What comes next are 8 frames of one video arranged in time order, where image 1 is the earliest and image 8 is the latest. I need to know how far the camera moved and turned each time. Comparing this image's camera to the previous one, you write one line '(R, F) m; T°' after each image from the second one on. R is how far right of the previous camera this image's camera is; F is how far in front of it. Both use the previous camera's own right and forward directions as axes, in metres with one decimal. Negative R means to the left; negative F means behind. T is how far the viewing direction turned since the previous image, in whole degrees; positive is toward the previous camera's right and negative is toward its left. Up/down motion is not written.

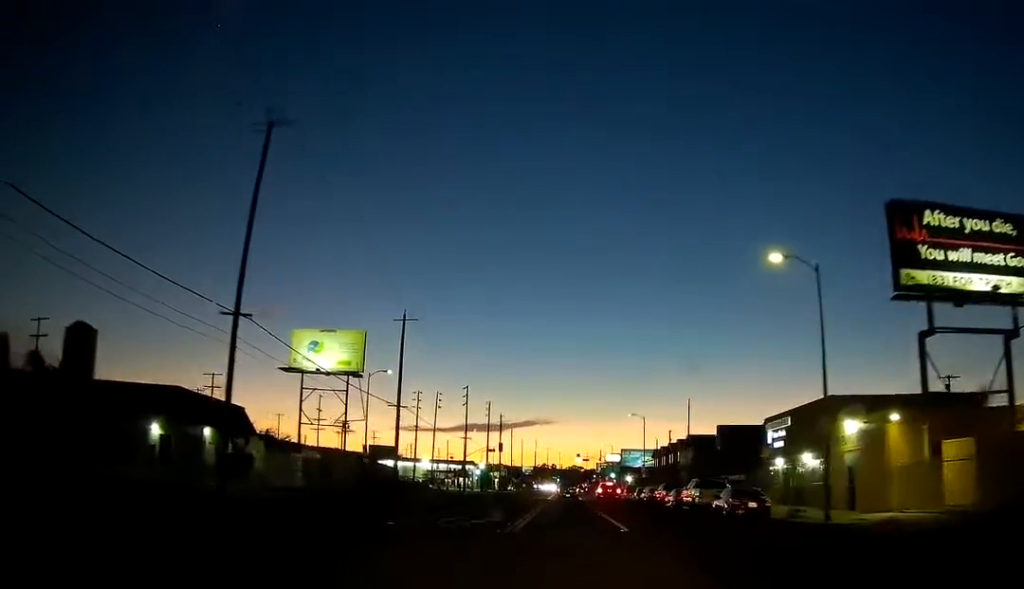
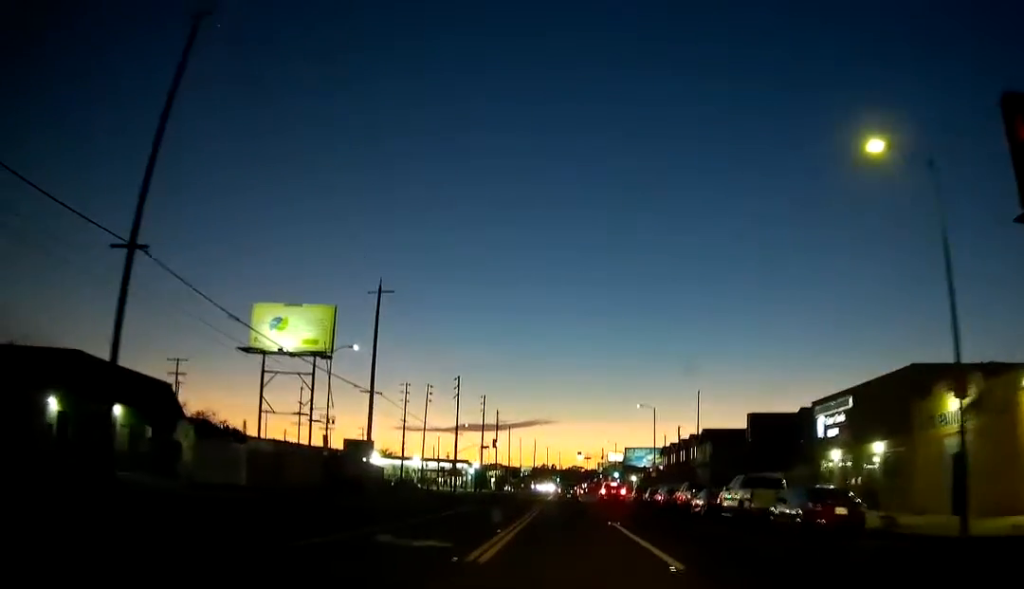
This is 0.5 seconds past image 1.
(0.0, +9.7) m; 0°
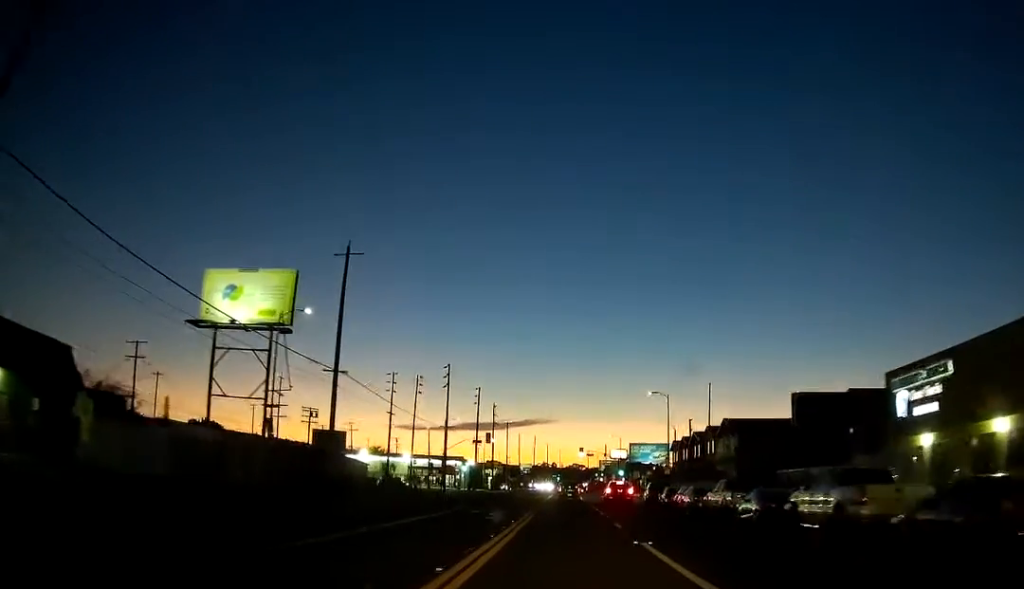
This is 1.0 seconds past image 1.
(0.0, +10.2) m; 0°
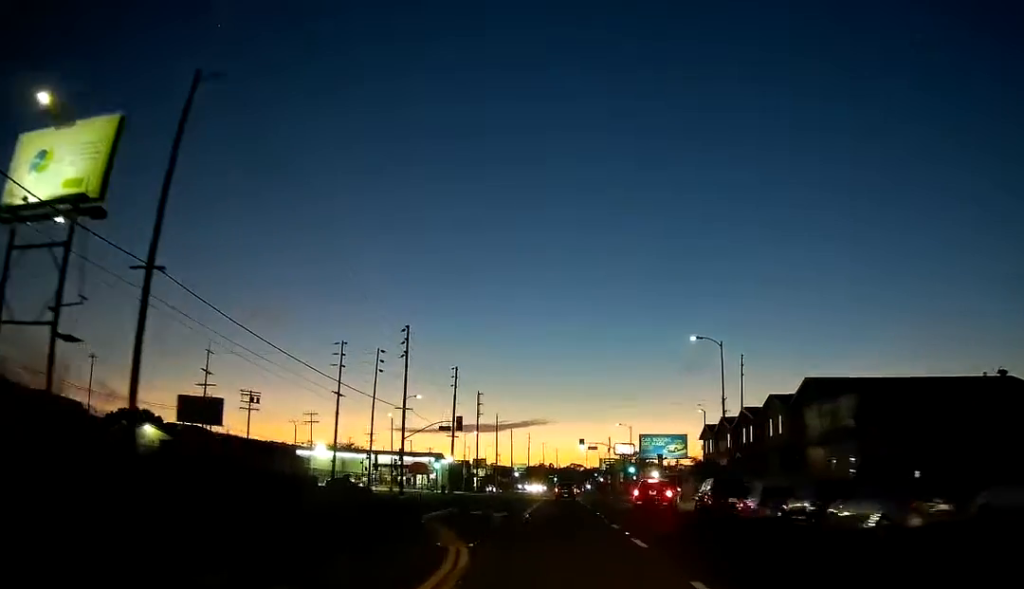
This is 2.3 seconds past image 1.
(-0.1, +24.4) m; 0°
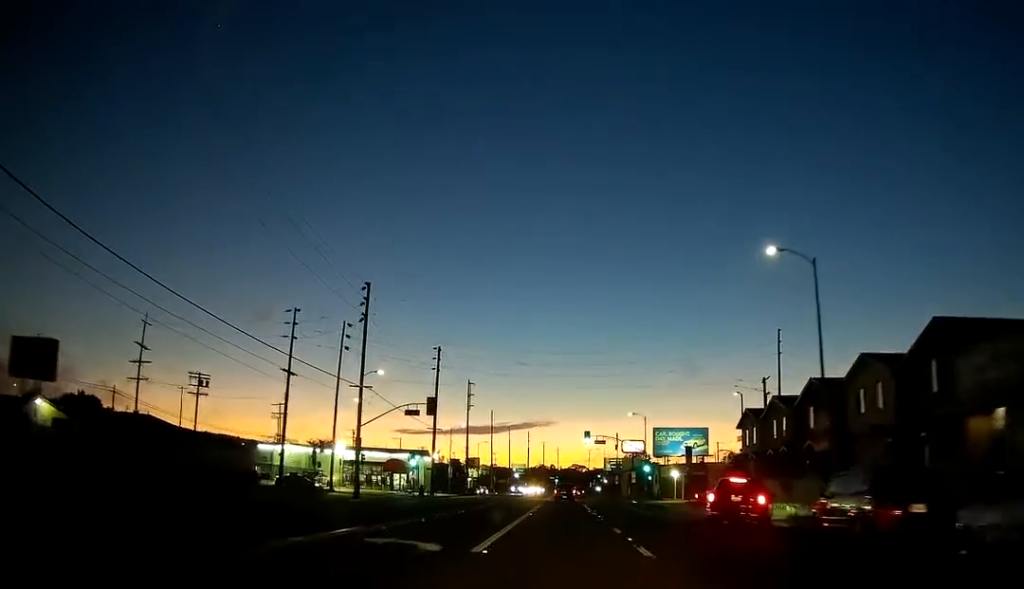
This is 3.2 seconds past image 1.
(0.0, +16.4) m; 0°
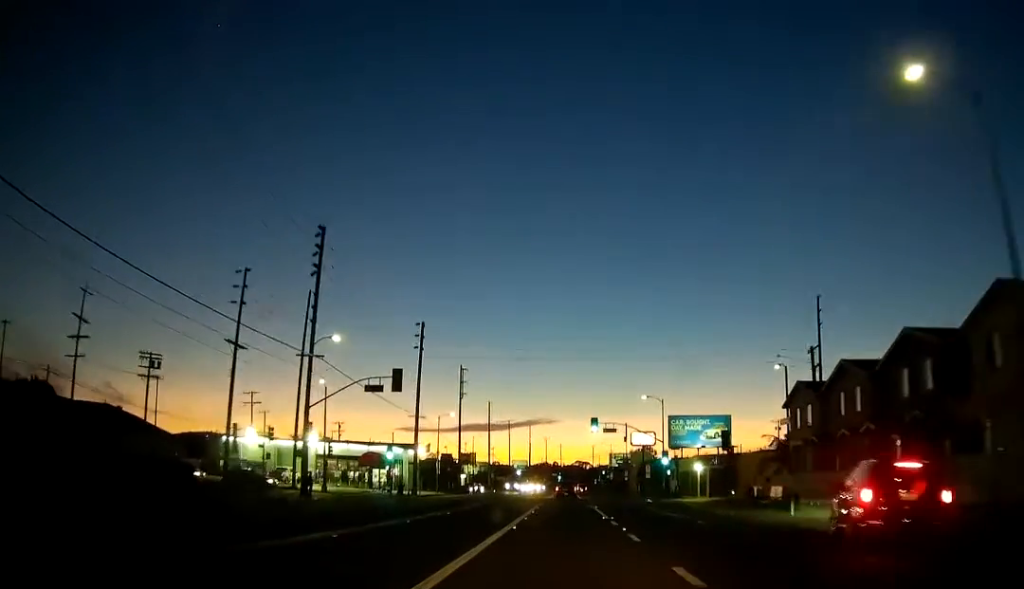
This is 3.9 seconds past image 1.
(0.0, +12.0) m; 0°
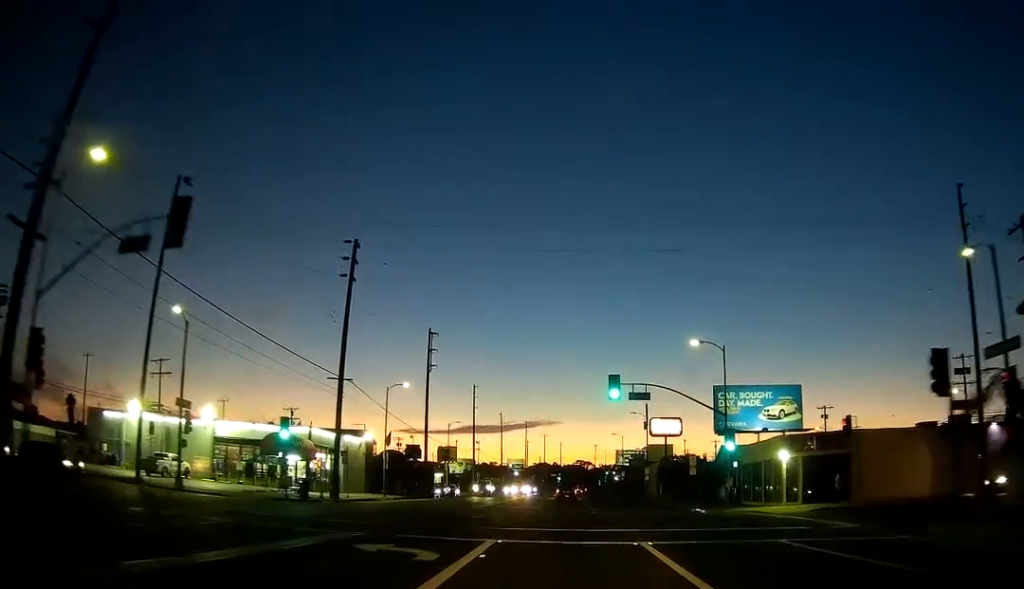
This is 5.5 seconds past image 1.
(-0.1, +27.8) m; 0°
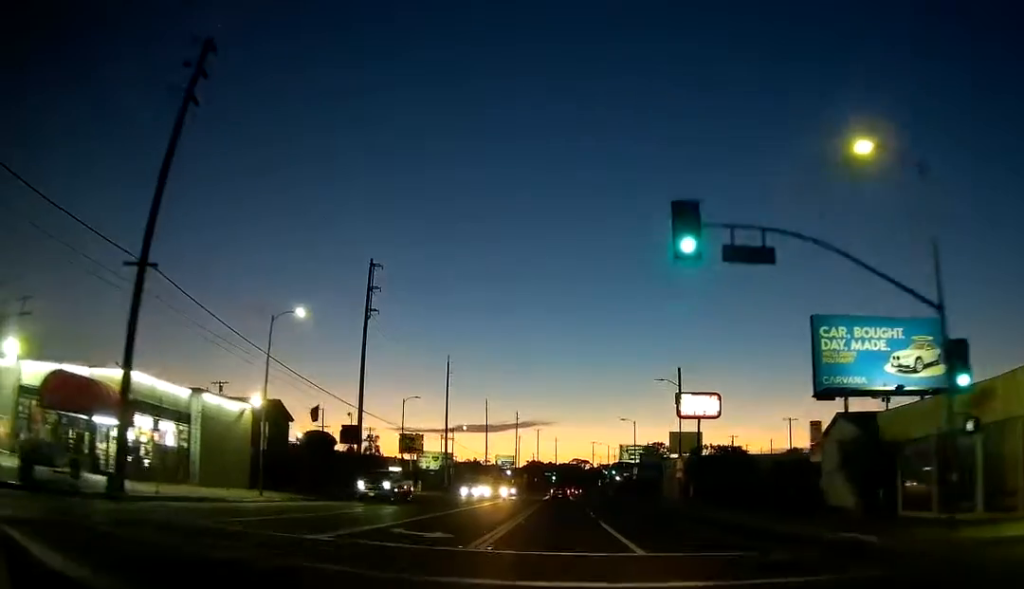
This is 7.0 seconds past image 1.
(+0.3, +26.2) m; +1°
